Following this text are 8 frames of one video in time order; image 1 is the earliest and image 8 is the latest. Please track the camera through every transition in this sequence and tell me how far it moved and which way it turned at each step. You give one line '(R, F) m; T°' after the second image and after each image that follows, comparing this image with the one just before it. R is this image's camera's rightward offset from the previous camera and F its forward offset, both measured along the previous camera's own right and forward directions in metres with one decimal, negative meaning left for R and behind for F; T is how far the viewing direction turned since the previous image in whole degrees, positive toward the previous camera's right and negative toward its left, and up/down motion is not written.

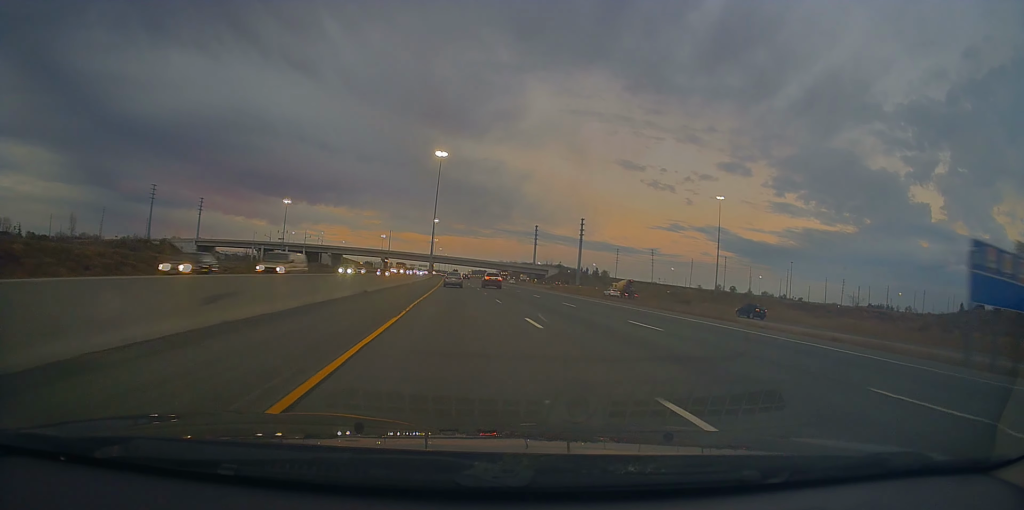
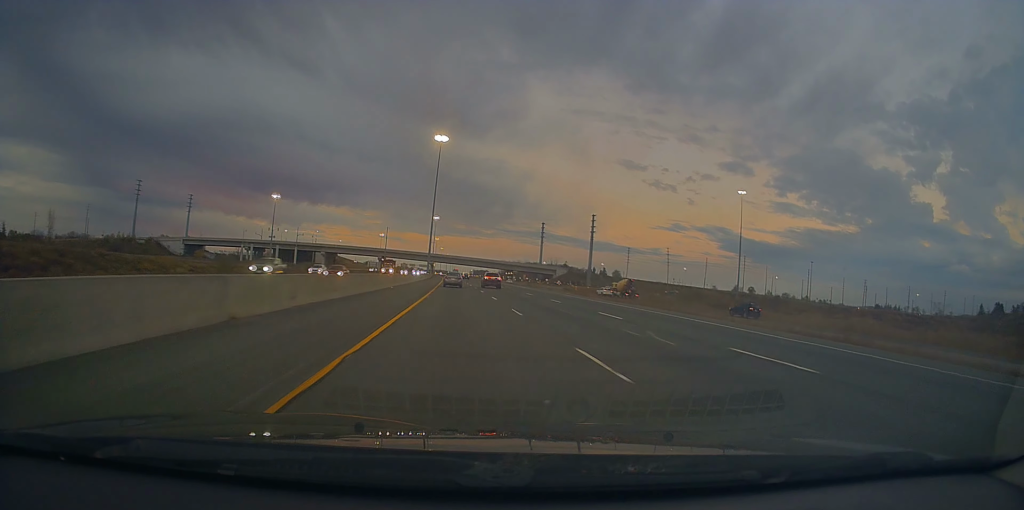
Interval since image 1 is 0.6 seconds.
(0.0, +19.5) m; 0°
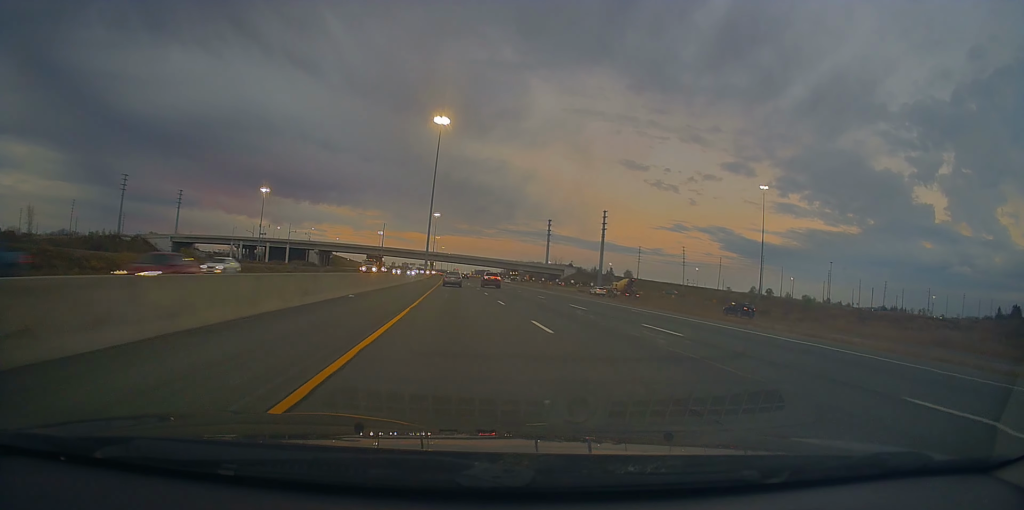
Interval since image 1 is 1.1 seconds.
(0.0, +17.4) m; 0°
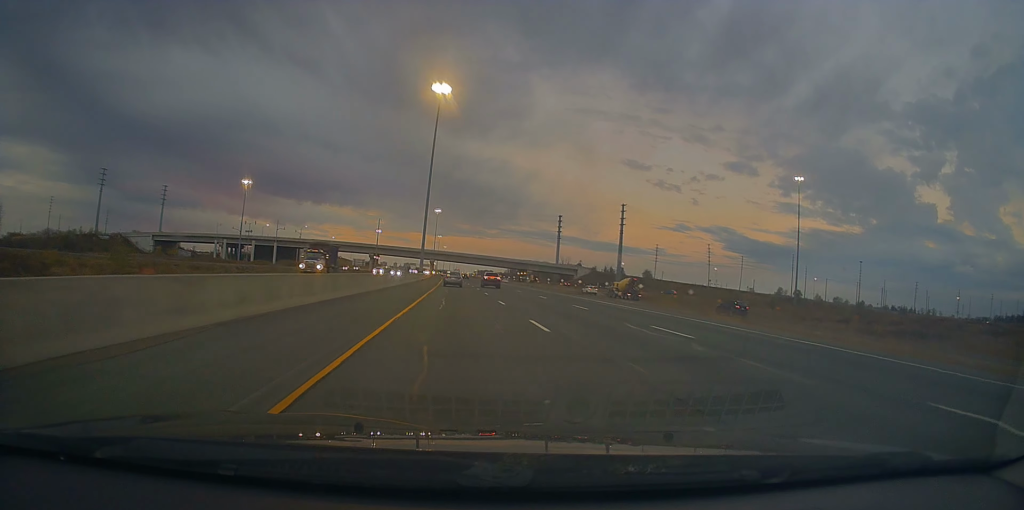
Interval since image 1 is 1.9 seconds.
(0.0, +23.9) m; 0°
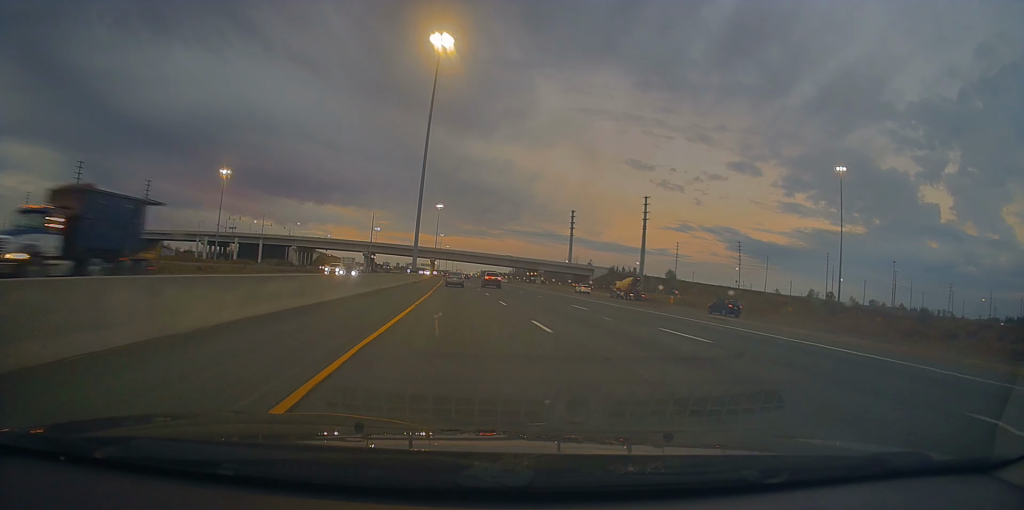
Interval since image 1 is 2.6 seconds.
(0.0, +24.0) m; 0°
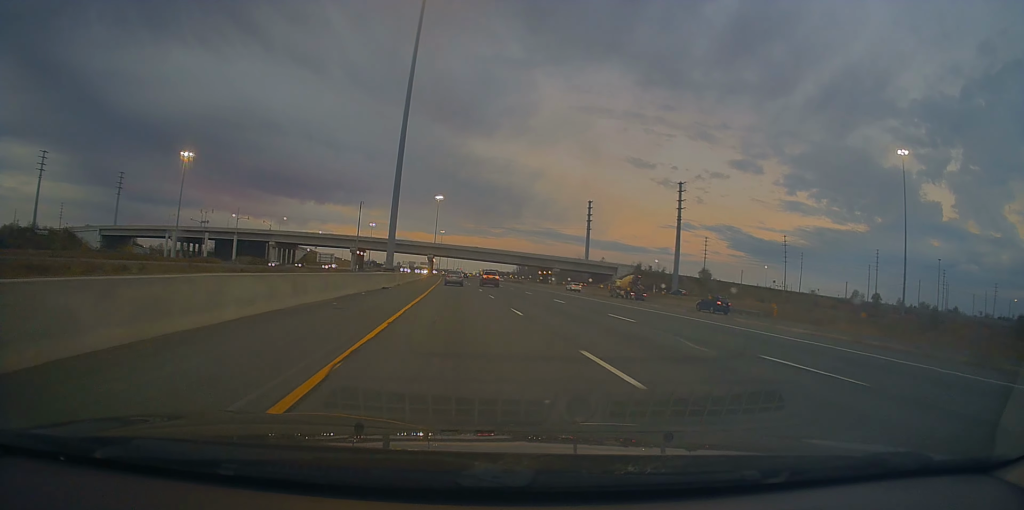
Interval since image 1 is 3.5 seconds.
(-0.3, +30.6) m; 0°
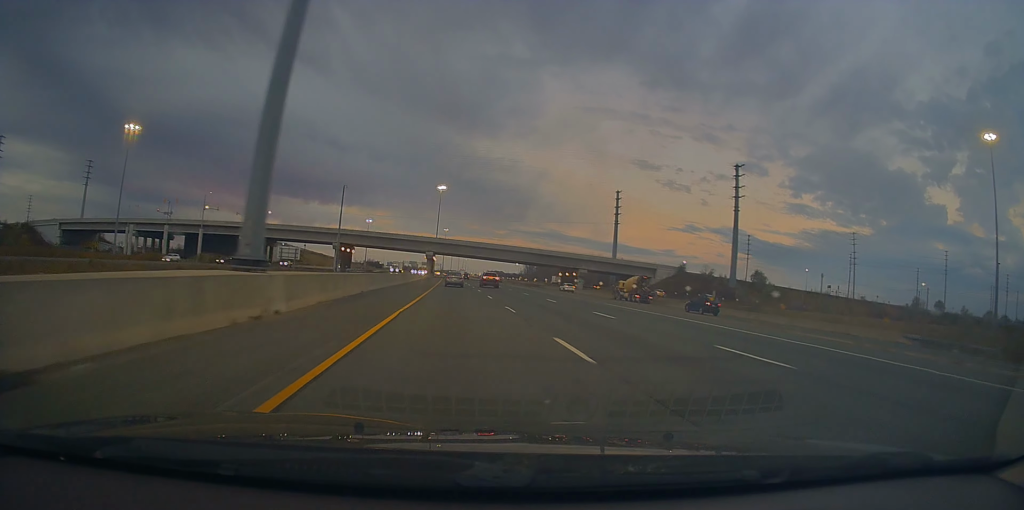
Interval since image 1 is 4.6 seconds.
(+0.4, +34.0) m; 0°
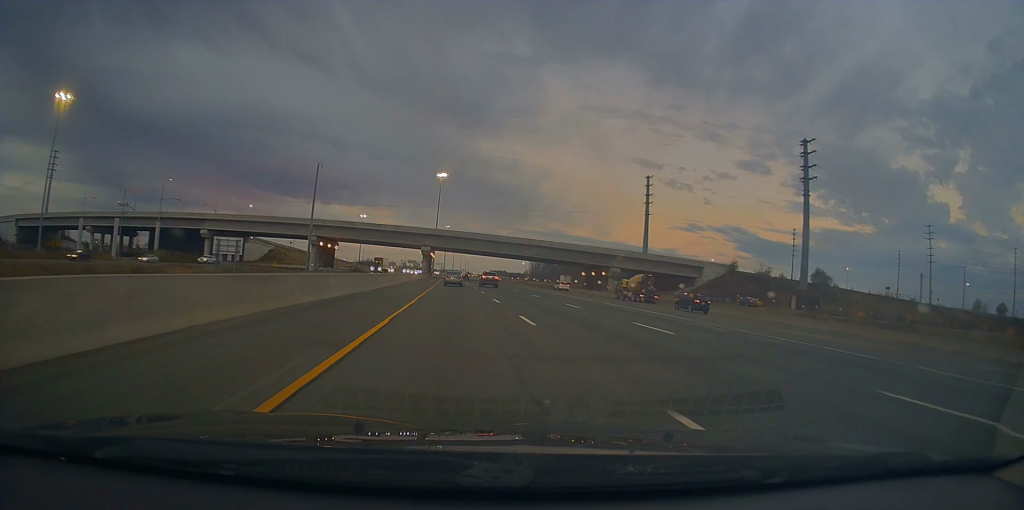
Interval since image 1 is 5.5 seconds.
(-0.4, +29.8) m; -1°
